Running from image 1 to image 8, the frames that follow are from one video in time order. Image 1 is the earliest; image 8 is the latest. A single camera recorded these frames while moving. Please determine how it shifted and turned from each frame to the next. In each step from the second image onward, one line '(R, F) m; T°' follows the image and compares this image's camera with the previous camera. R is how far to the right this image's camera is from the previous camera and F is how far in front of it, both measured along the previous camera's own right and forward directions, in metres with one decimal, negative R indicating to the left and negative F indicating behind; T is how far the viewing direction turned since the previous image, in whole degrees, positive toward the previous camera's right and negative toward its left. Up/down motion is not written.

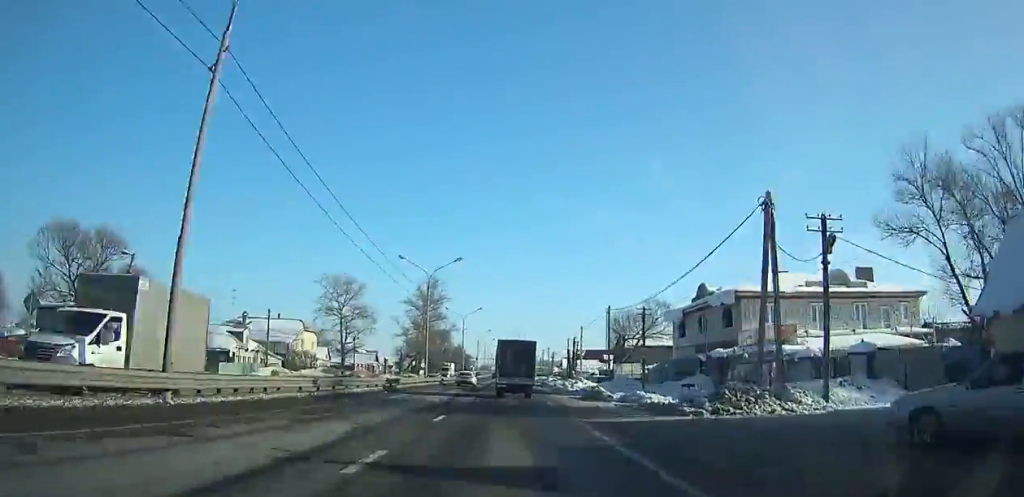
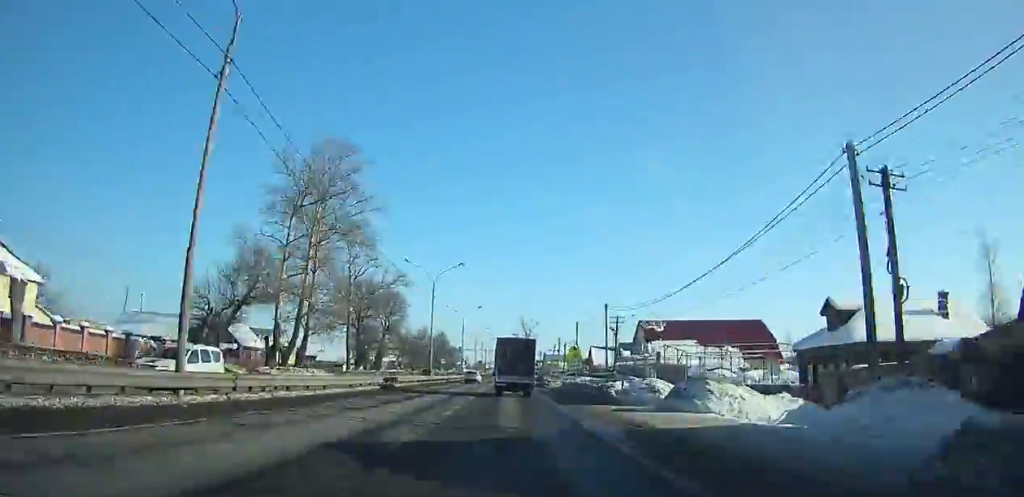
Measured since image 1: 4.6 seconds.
(-0.5, +80.1) m; 0°
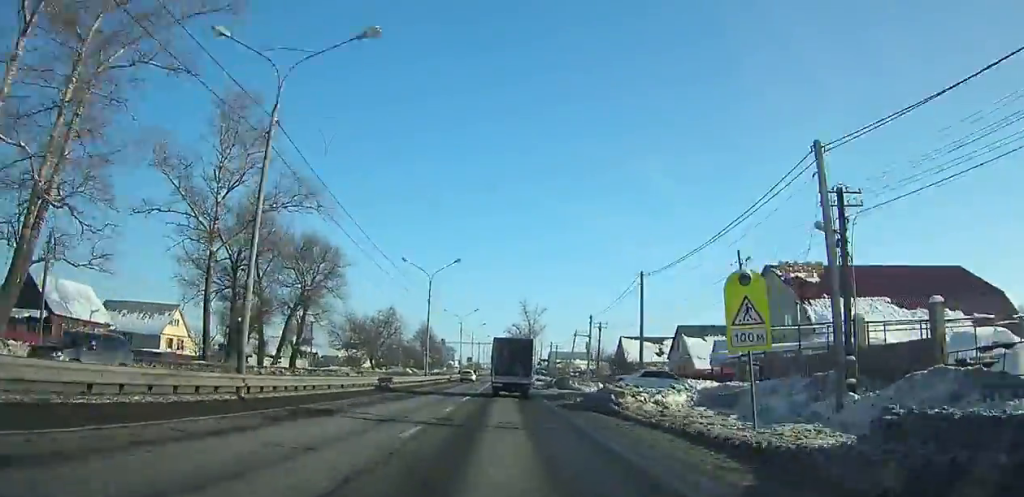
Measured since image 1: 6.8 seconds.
(+0.1, +38.5) m; 0°
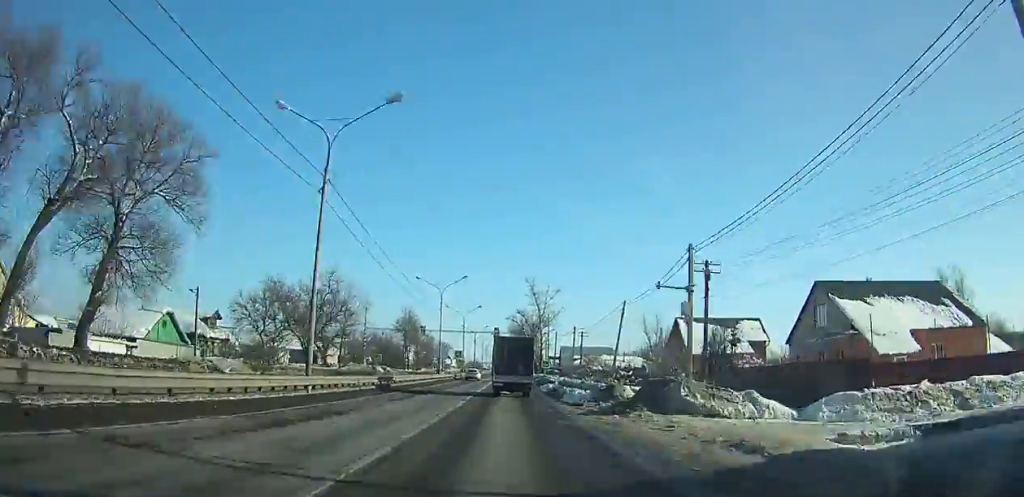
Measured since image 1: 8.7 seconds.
(0.0, +33.2) m; 0°
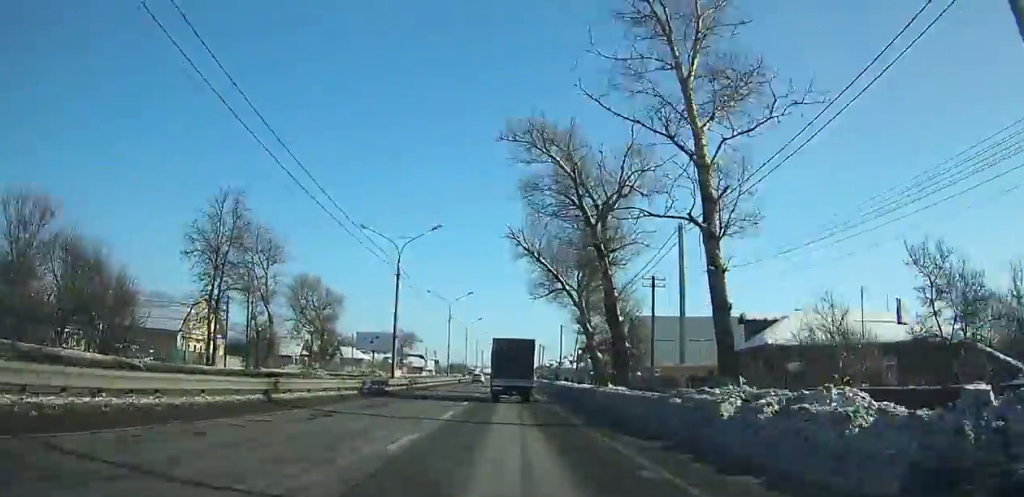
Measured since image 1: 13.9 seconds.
(+0.3, +90.7) m; 0°
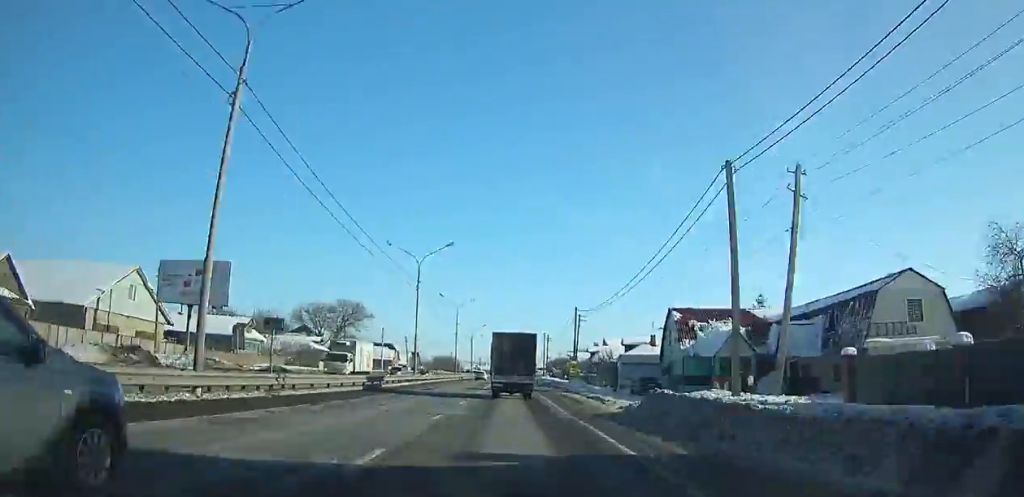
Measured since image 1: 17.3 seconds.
(0.0, +58.7) m; 0°
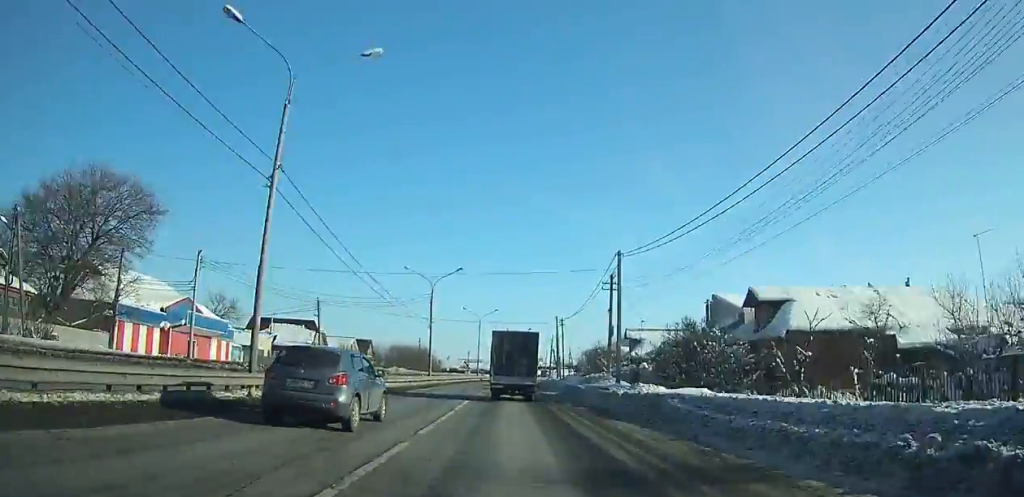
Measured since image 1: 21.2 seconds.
(+0.2, +65.9) m; 0°
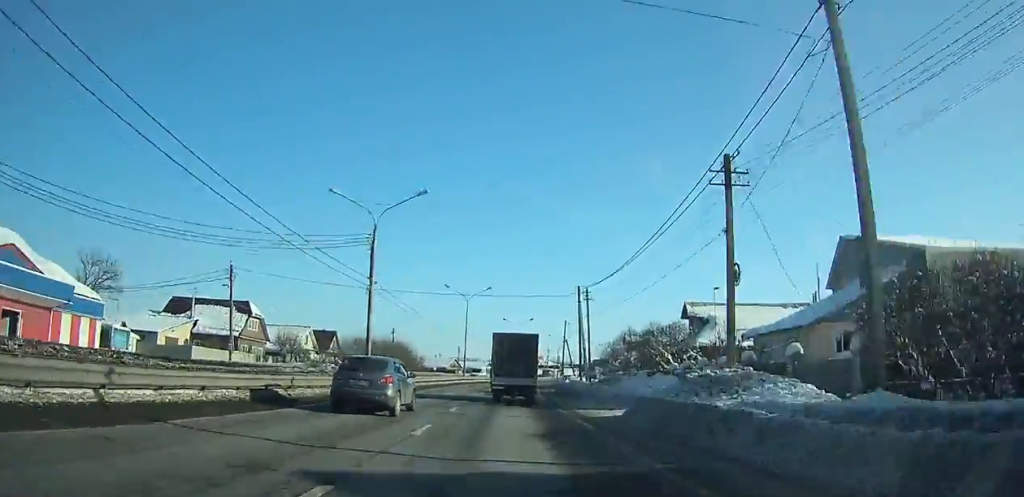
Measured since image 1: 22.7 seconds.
(0.0, +25.0) m; 0°
